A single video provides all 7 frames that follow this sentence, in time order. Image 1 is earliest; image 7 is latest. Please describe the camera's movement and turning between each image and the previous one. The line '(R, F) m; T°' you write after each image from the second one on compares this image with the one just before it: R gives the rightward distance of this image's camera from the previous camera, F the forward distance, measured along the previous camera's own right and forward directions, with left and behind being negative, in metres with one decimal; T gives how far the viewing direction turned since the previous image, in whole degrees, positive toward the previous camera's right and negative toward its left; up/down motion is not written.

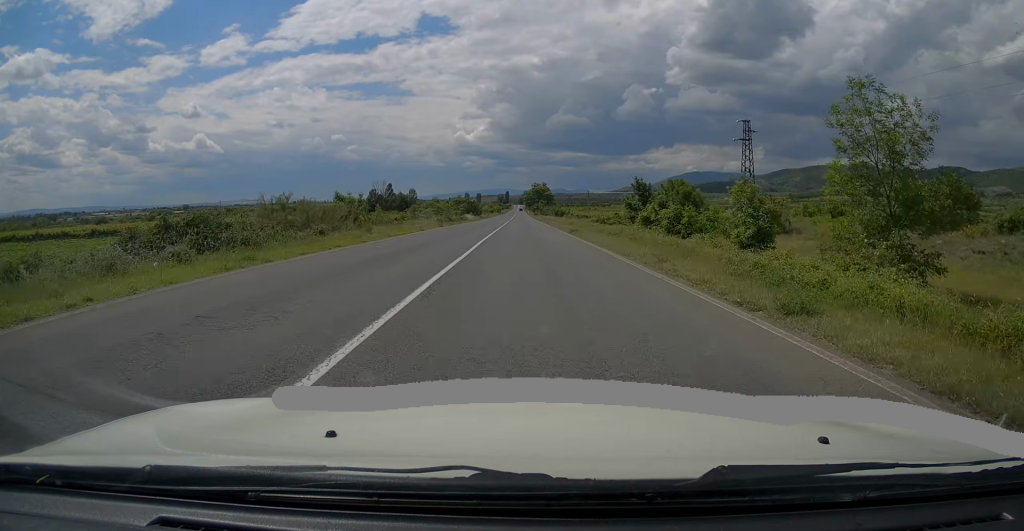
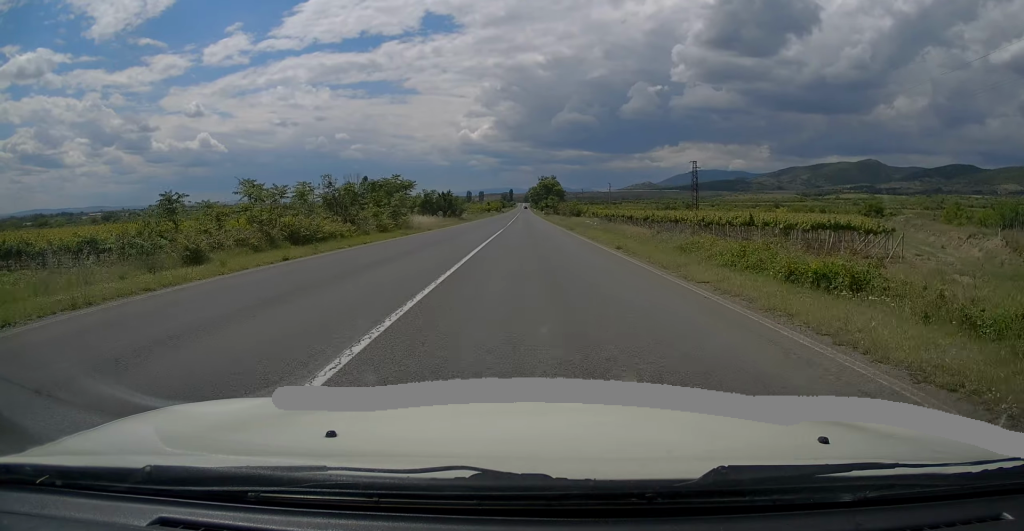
(-0.1, +44.9) m; 0°
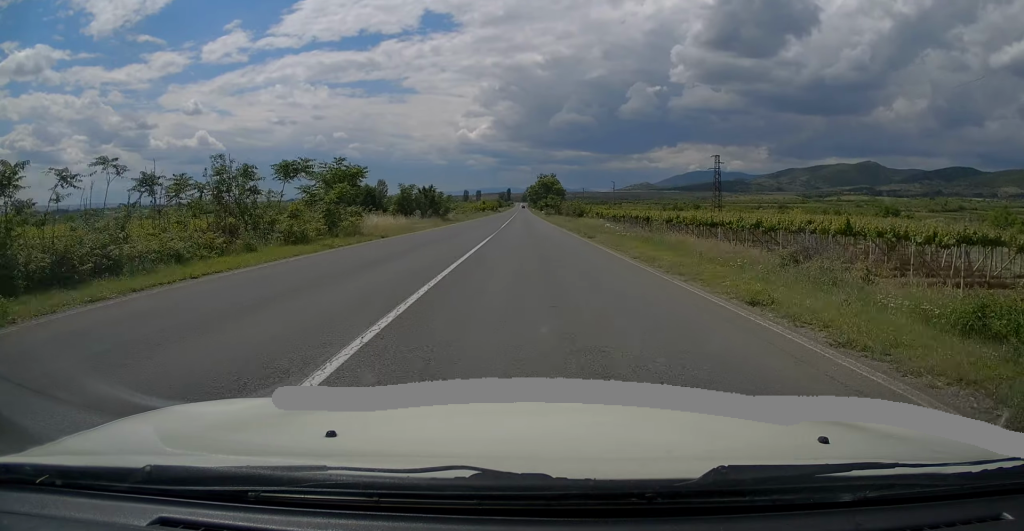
(-0.1, +12.1) m; 0°
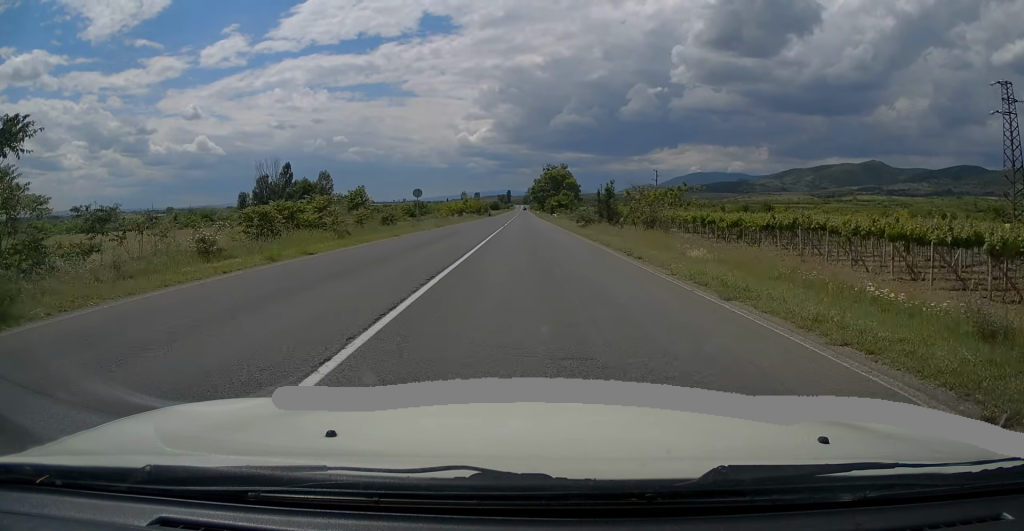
(+0.2, +54.1) m; -1°
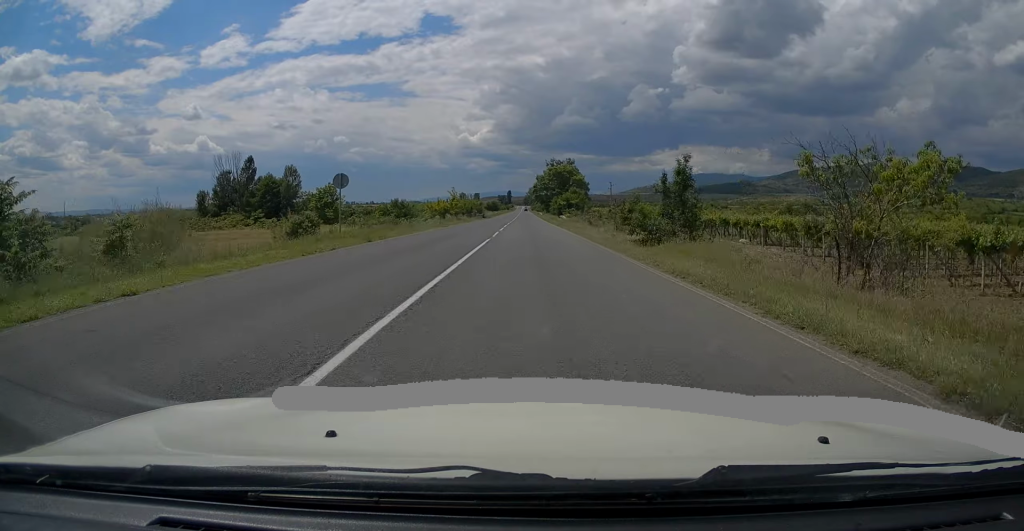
(0.0, +19.7) m; 0°
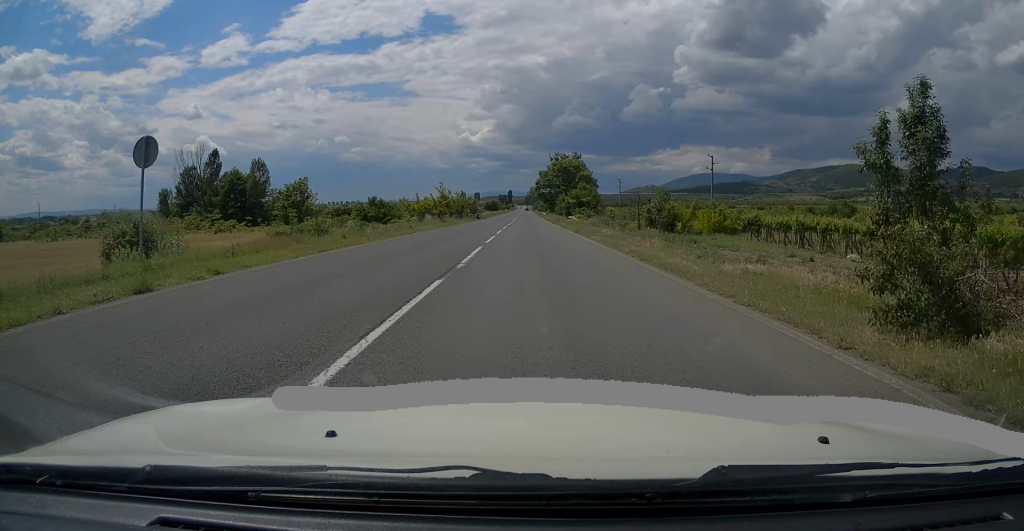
(0.0, +14.5) m; 0°
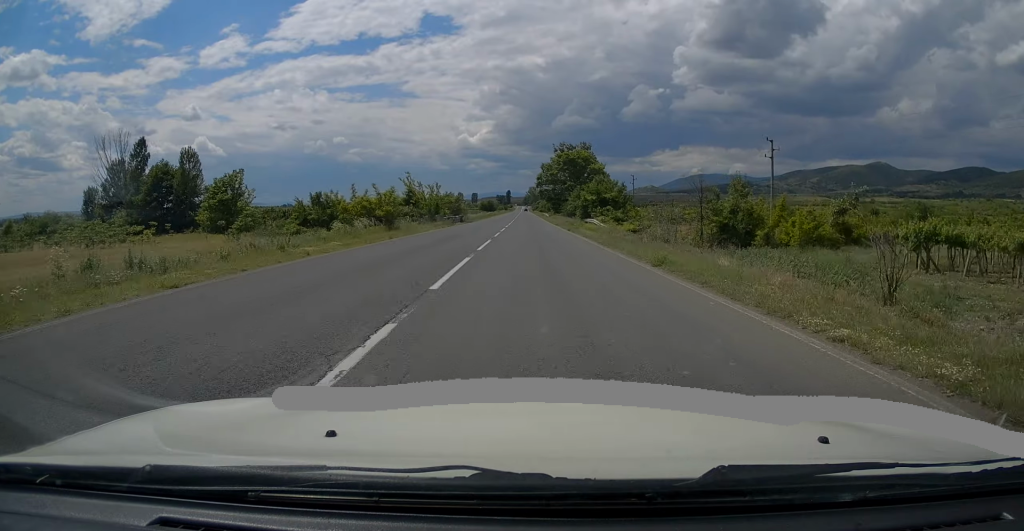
(0.0, +21.3) m; -1°
